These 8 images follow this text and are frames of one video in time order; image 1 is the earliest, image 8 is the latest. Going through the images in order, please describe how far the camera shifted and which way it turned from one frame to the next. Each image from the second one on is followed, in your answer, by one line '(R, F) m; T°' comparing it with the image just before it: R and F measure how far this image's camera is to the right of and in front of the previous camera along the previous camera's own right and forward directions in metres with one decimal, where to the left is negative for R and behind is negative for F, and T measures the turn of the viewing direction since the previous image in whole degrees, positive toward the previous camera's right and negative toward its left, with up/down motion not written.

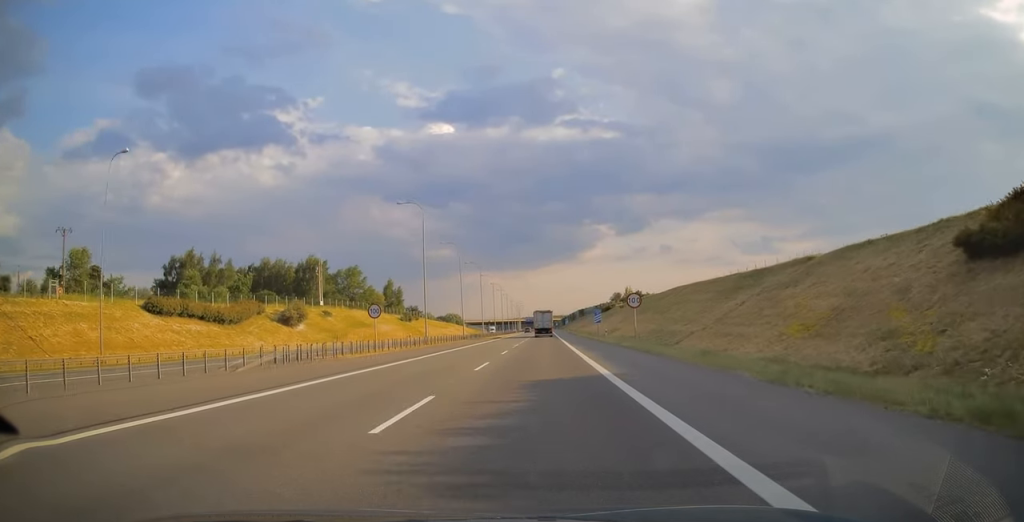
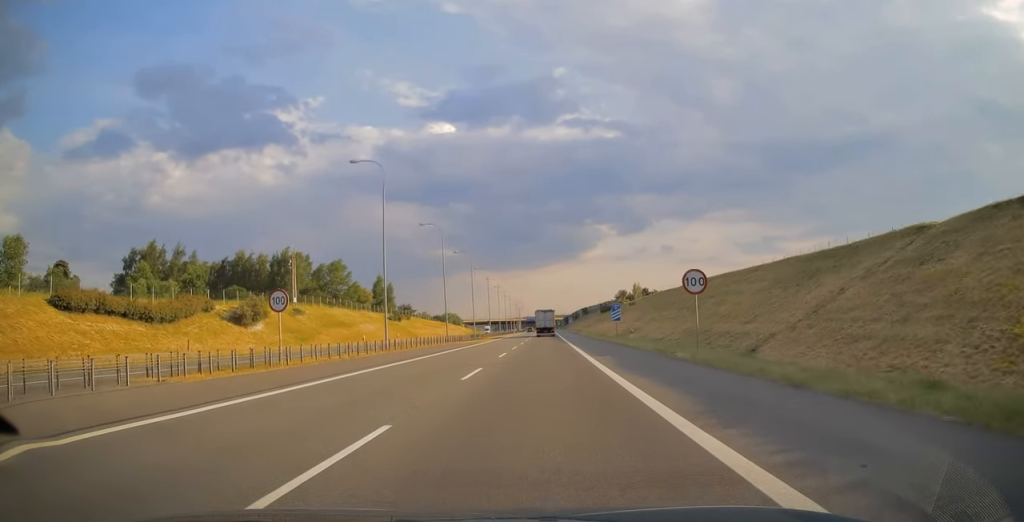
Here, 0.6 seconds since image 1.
(0.0, +15.7) m; 0°
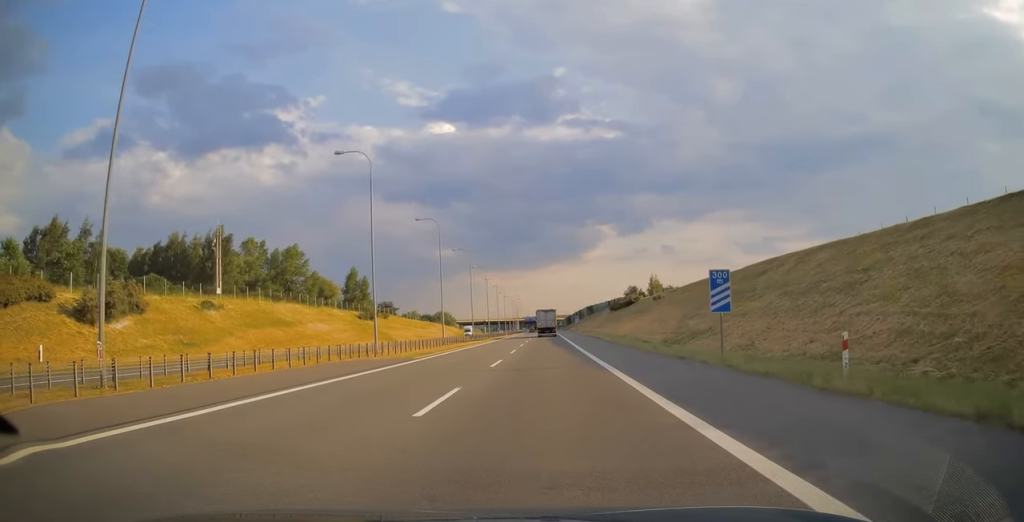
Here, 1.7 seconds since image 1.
(0.0, +30.3) m; 0°
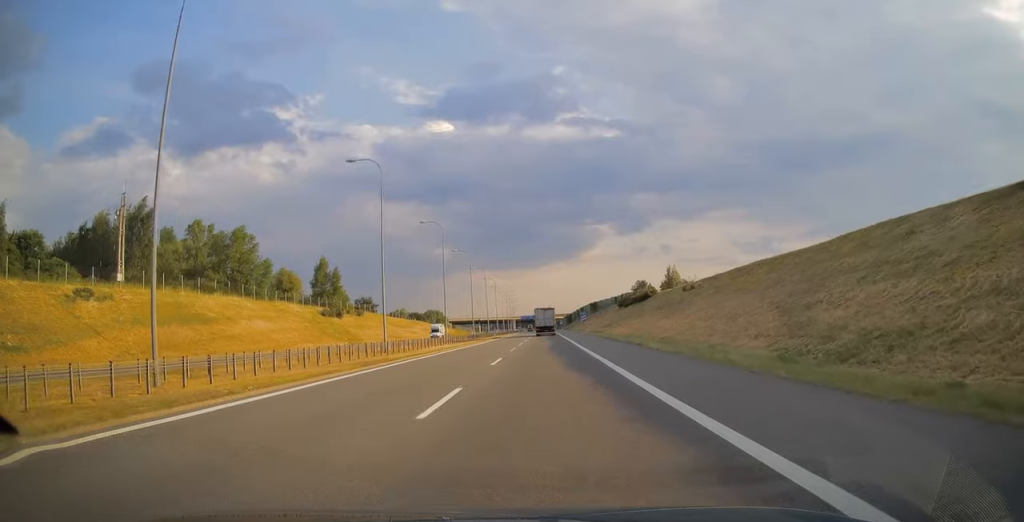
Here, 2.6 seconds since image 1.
(-0.1, +24.4) m; 0°
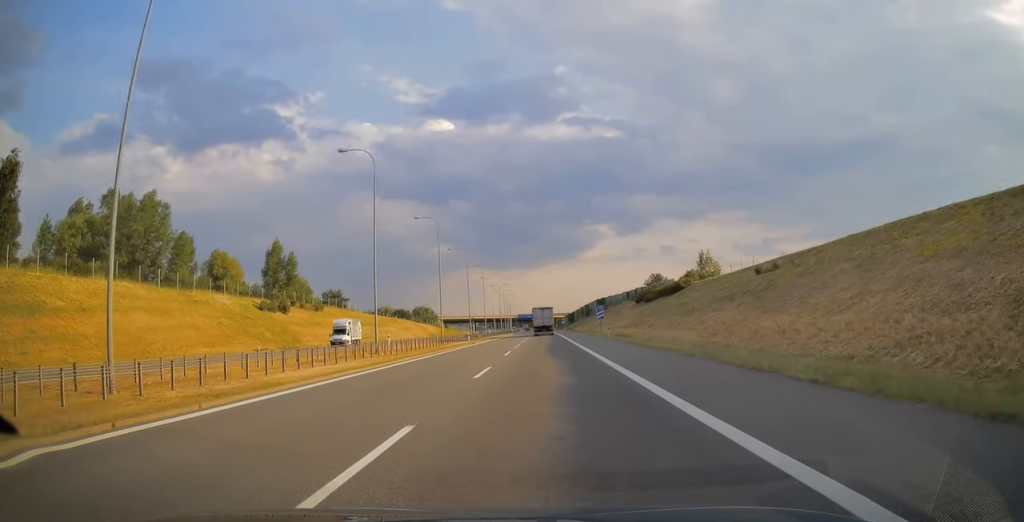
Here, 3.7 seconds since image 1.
(+0.1, +29.1) m; 0°
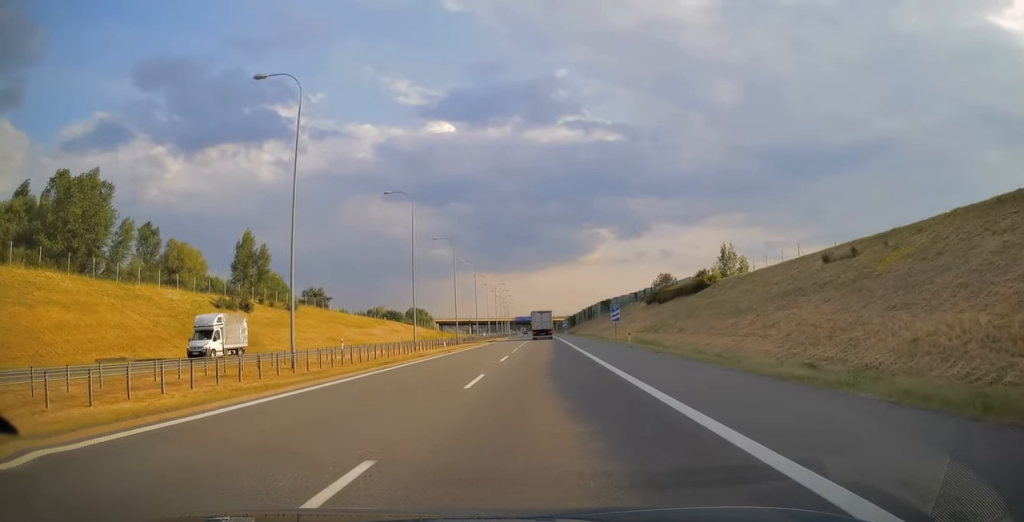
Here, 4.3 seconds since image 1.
(0.0, +14.1) m; 0°
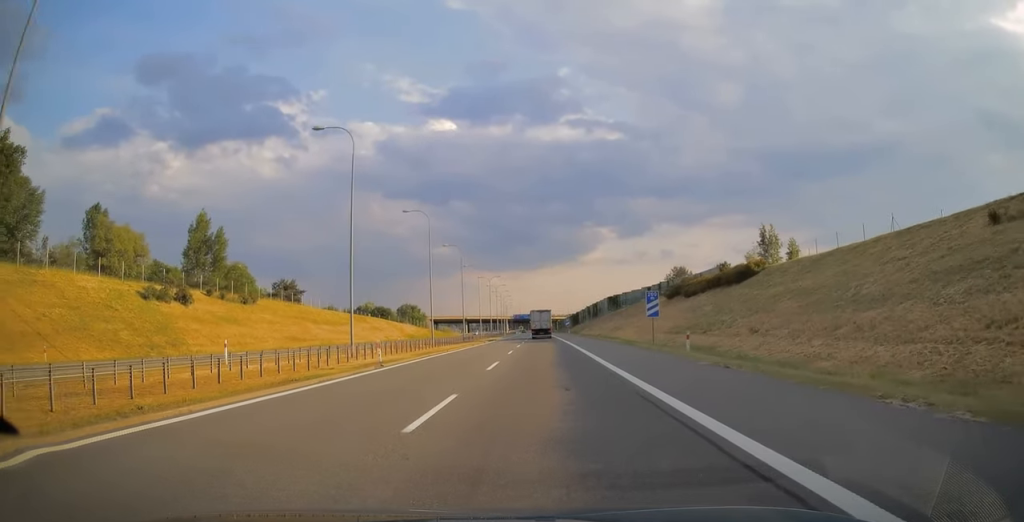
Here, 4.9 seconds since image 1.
(-0.1, +18.1) m; 0°
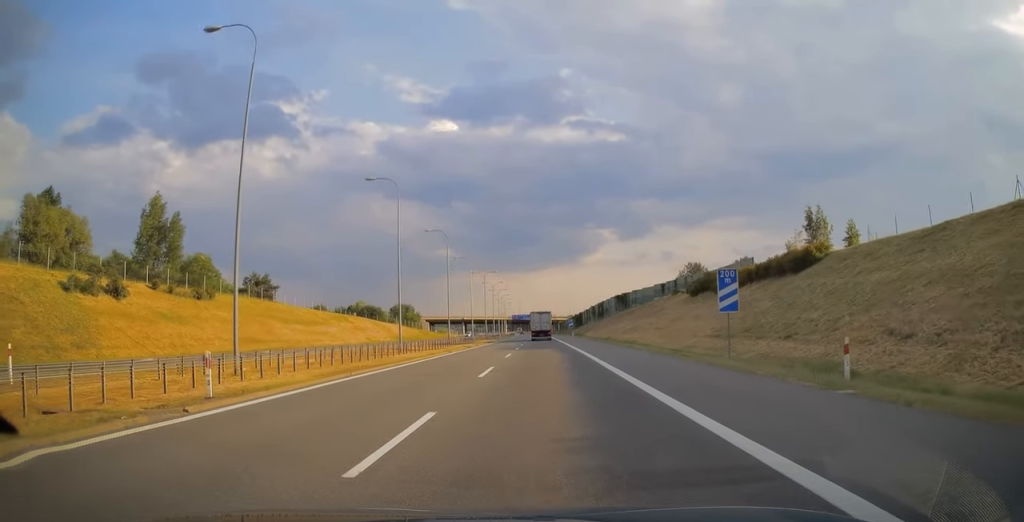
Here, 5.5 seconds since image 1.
(0.0, +14.5) m; 0°
